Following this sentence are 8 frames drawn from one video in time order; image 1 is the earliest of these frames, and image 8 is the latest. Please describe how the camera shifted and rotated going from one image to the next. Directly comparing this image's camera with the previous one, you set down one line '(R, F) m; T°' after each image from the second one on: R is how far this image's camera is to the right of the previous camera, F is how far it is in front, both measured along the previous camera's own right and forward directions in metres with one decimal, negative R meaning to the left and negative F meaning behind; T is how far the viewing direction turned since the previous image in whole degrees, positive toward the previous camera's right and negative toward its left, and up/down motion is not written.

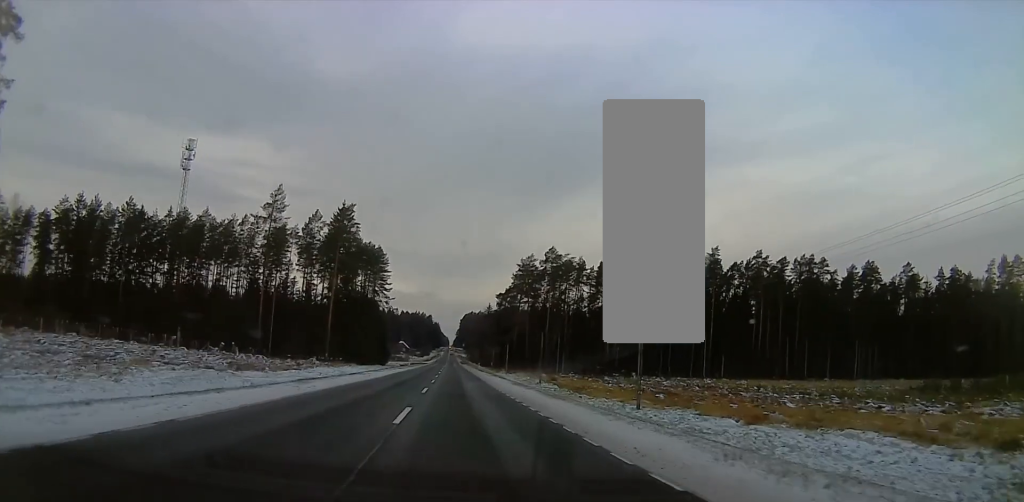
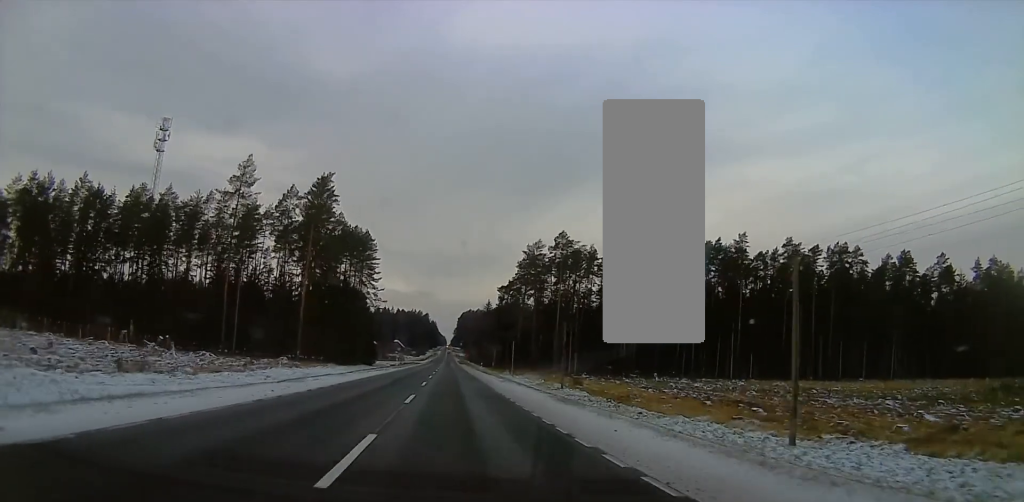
(0.0, +18.2) m; 0°
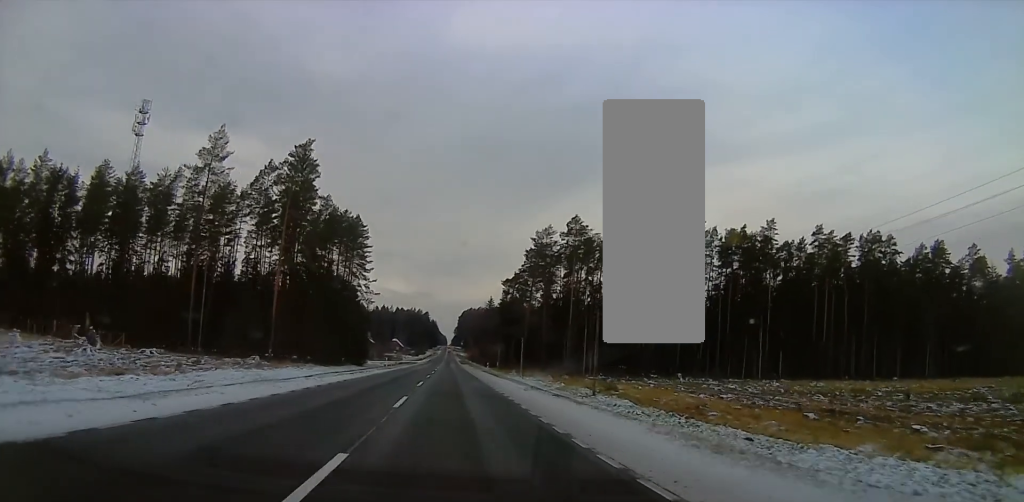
(0.0, +14.2) m; 0°
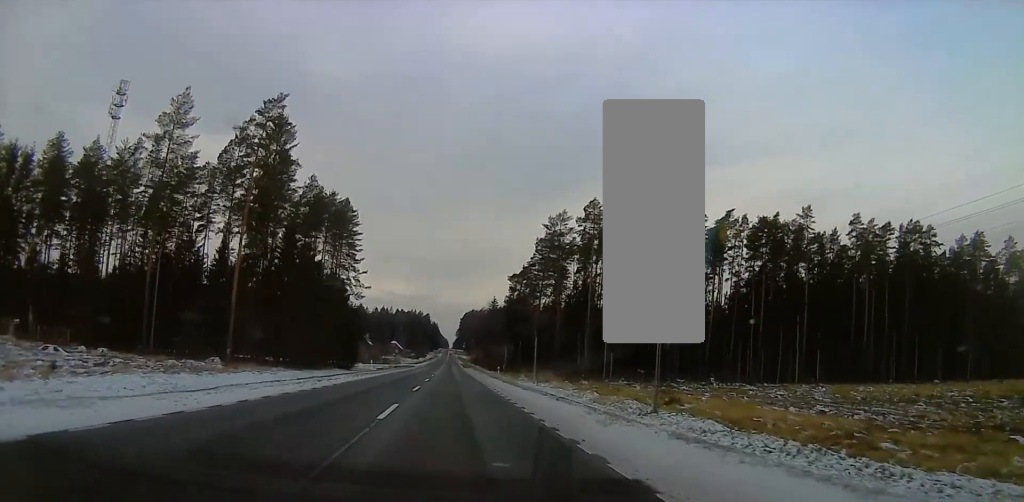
(0.0, +15.1) m; 0°
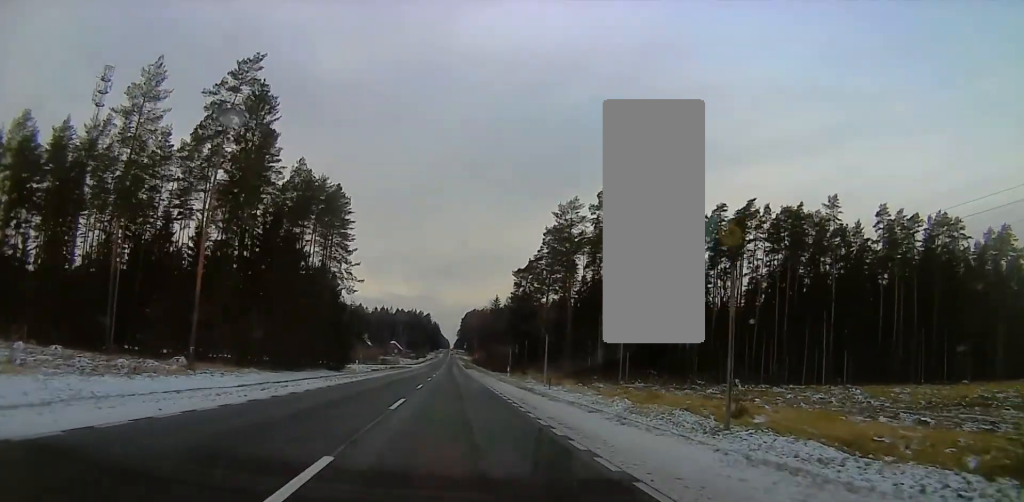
(0.0, +9.3) m; 0°
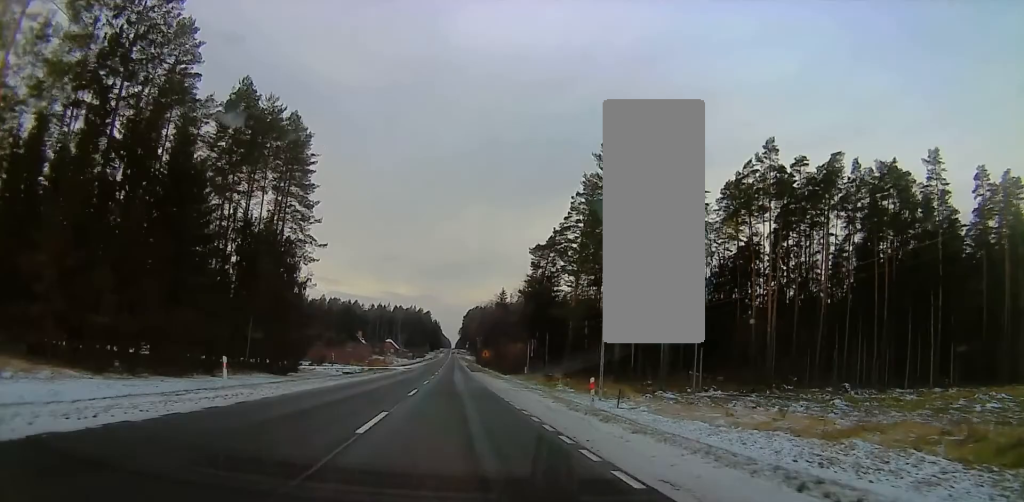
(0.0, +29.8) m; 0°
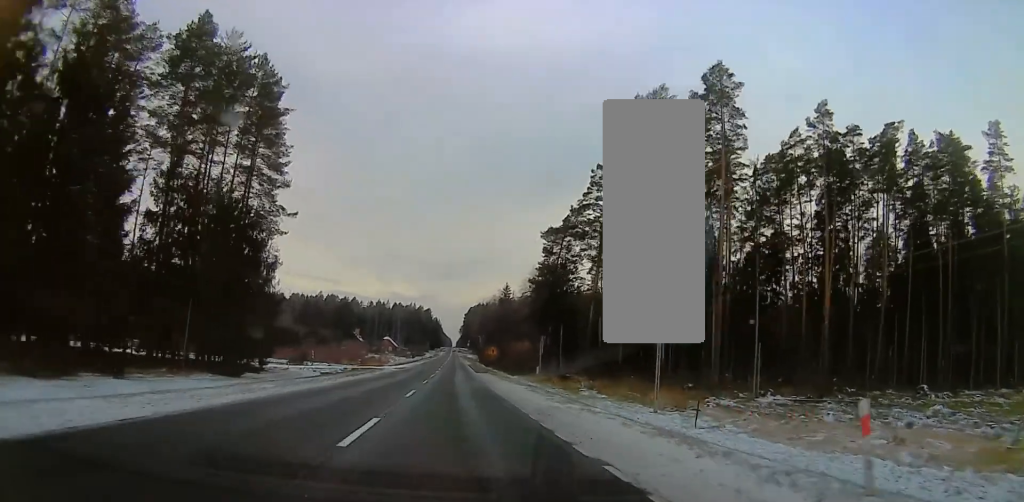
(0.0, +13.8) m; 0°
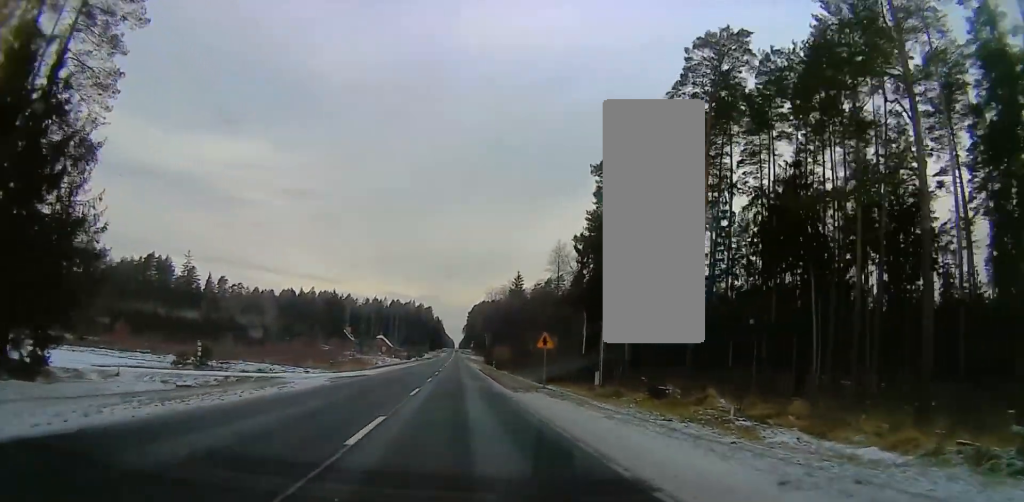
(0.0, +36.0) m; 0°
